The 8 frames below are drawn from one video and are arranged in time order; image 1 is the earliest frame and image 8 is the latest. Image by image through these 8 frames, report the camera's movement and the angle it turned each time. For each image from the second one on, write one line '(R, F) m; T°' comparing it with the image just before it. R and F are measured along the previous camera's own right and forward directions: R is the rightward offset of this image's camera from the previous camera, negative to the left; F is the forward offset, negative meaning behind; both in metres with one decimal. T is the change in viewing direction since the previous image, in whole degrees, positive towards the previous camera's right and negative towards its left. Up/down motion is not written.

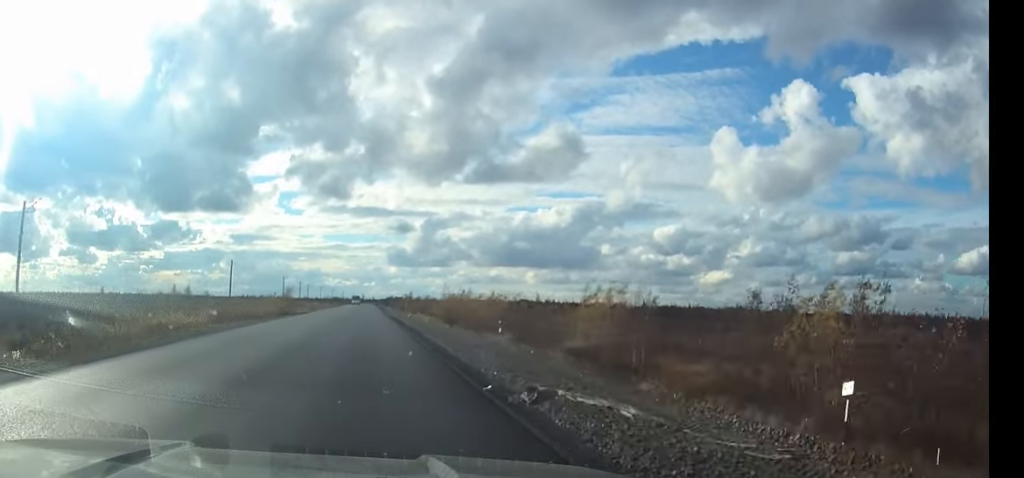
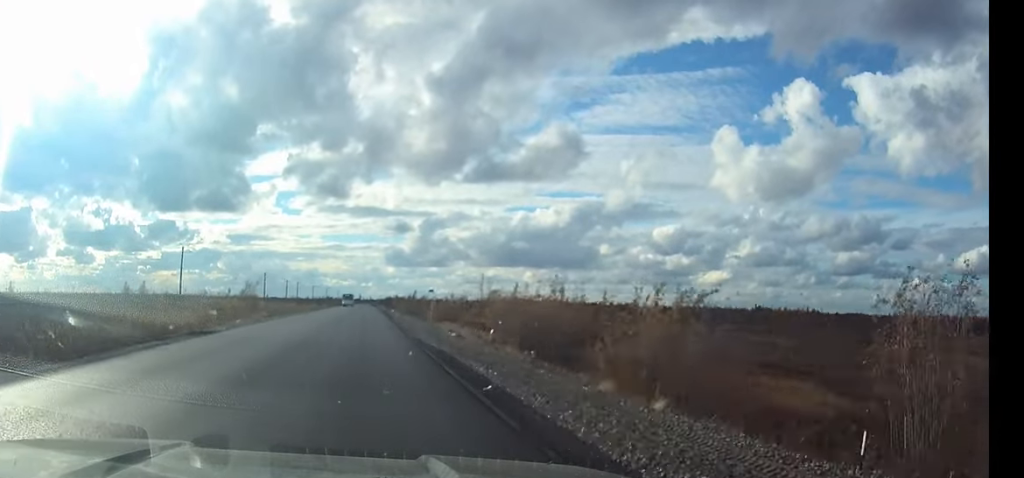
(-0.1, +42.9) m; 0°
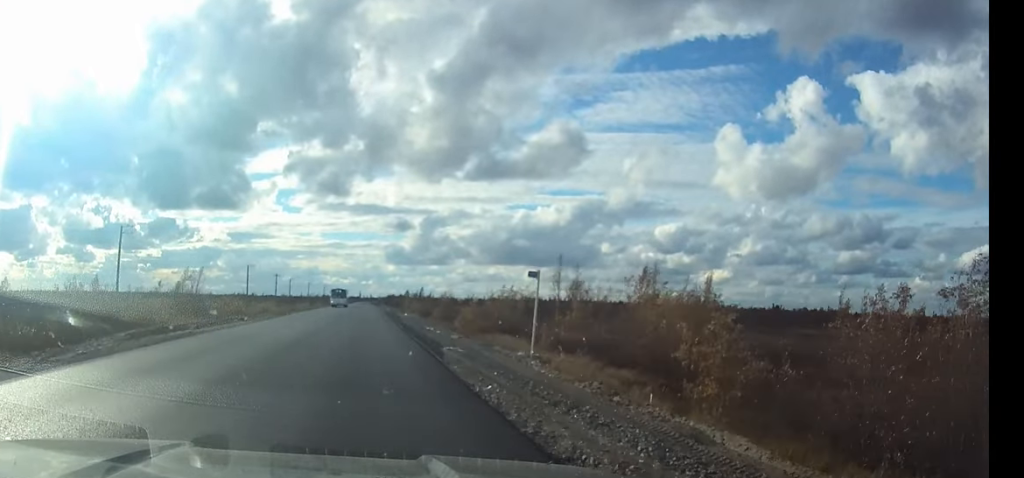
(0.0, +32.4) m; 0°
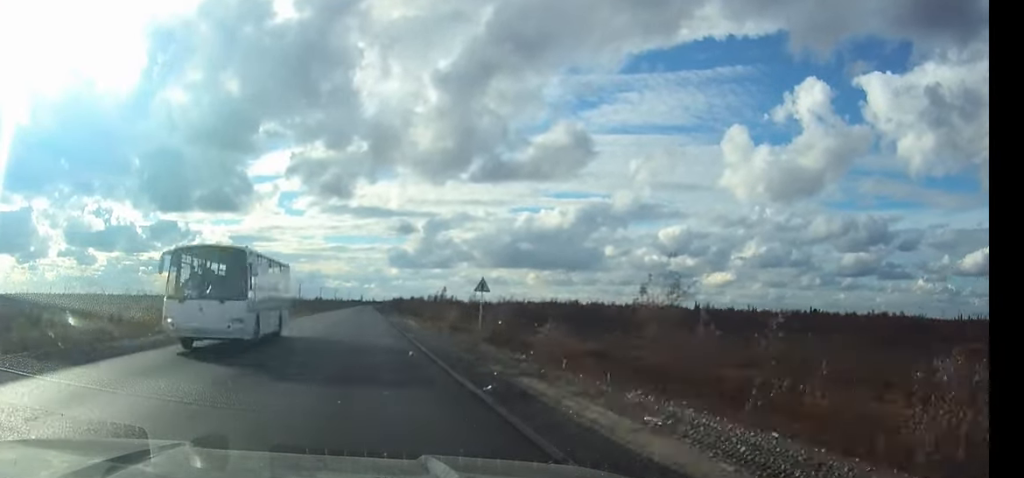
(0.0, +60.8) m; 0°
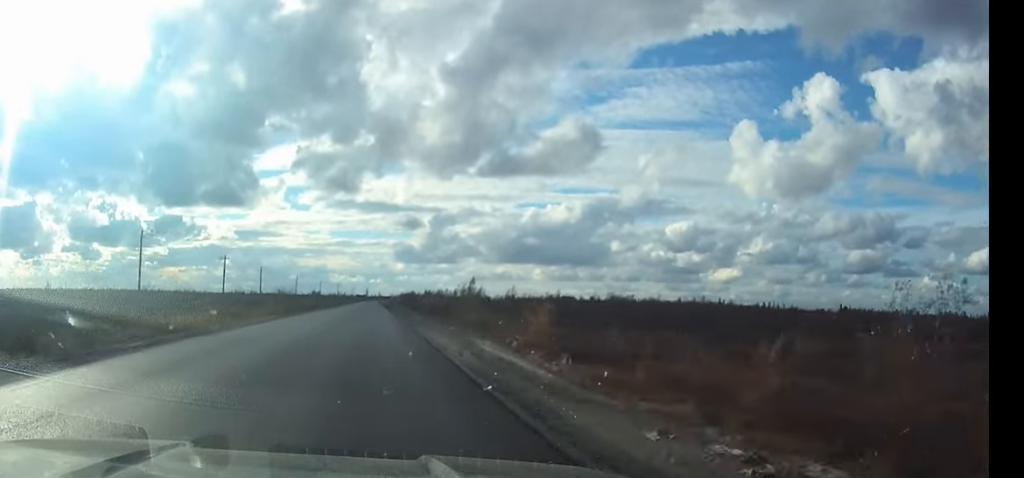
(0.0, +36.1) m; 0°
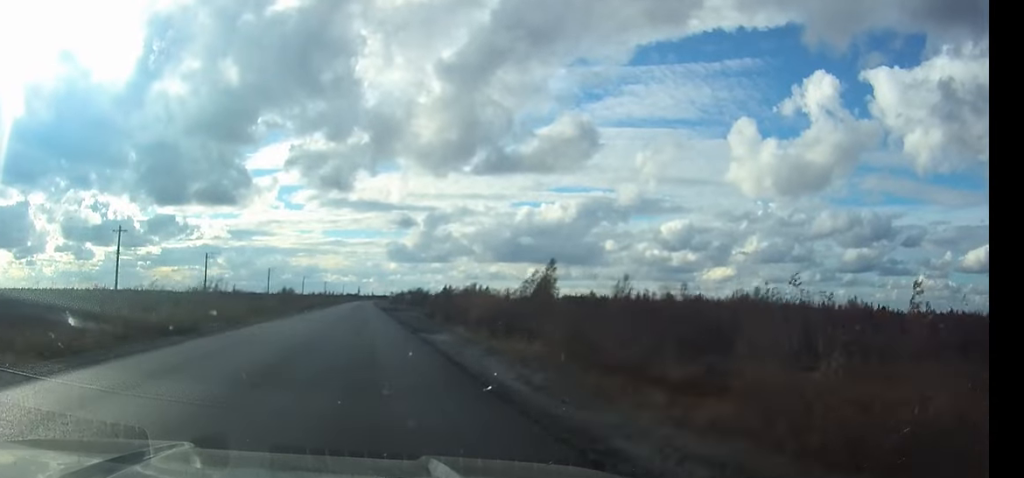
(+0.1, +56.0) m; 0°
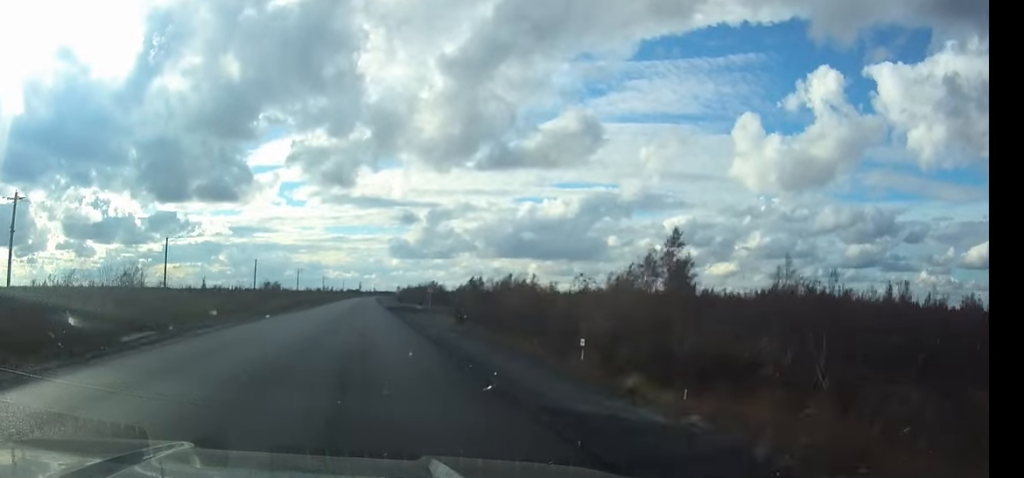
(0.0, +27.3) m; 0°
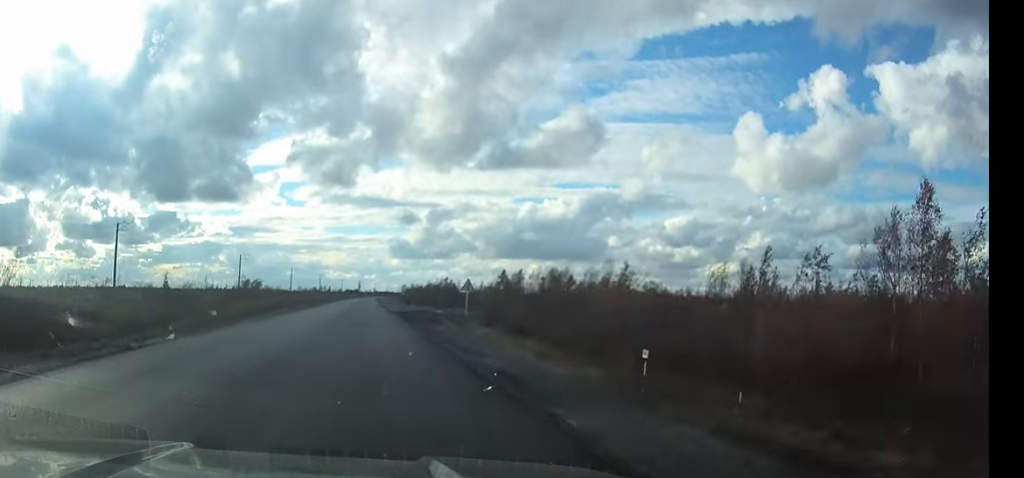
(0.0, +22.1) m; 0°
